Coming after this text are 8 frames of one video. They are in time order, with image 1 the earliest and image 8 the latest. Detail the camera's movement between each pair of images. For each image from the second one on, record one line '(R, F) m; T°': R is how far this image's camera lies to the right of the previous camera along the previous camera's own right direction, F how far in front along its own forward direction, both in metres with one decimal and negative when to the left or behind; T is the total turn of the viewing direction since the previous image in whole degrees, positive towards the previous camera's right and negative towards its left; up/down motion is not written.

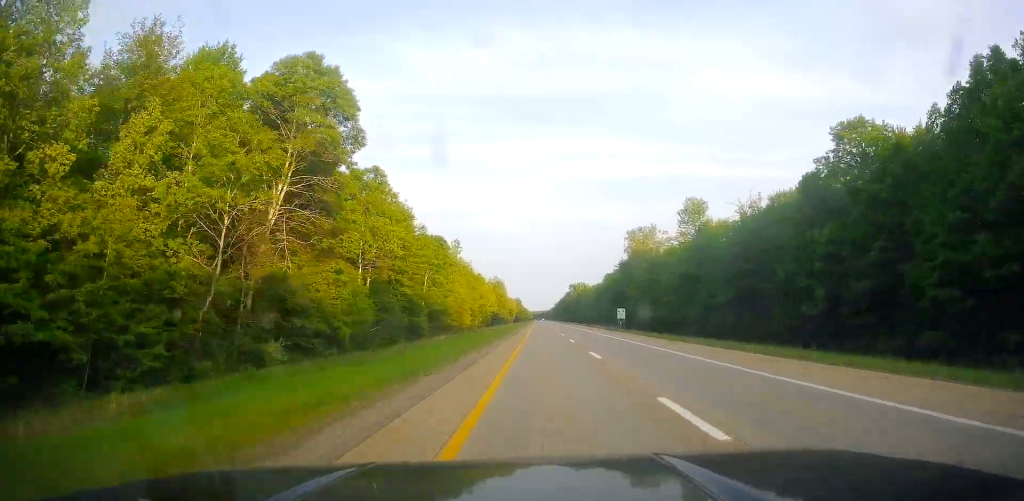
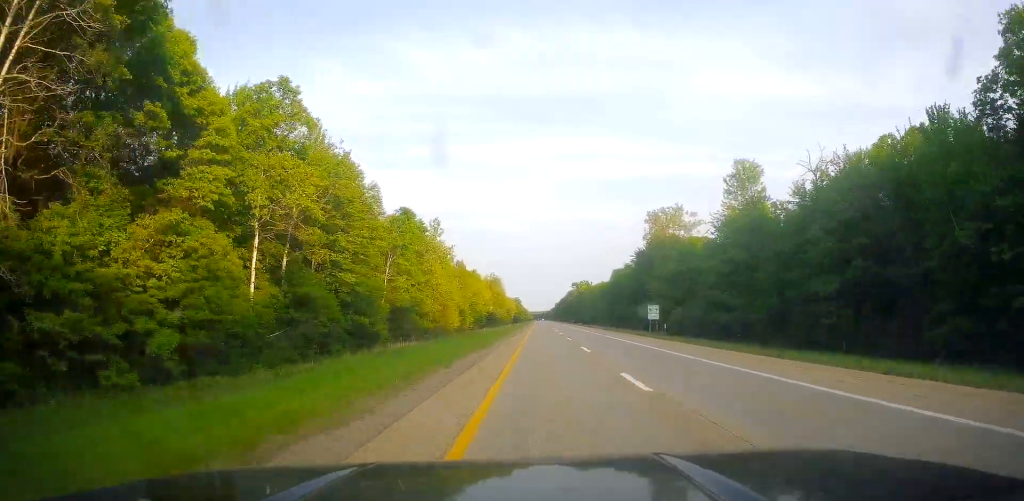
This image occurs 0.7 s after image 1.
(+0.5, +25.2) m; +1°
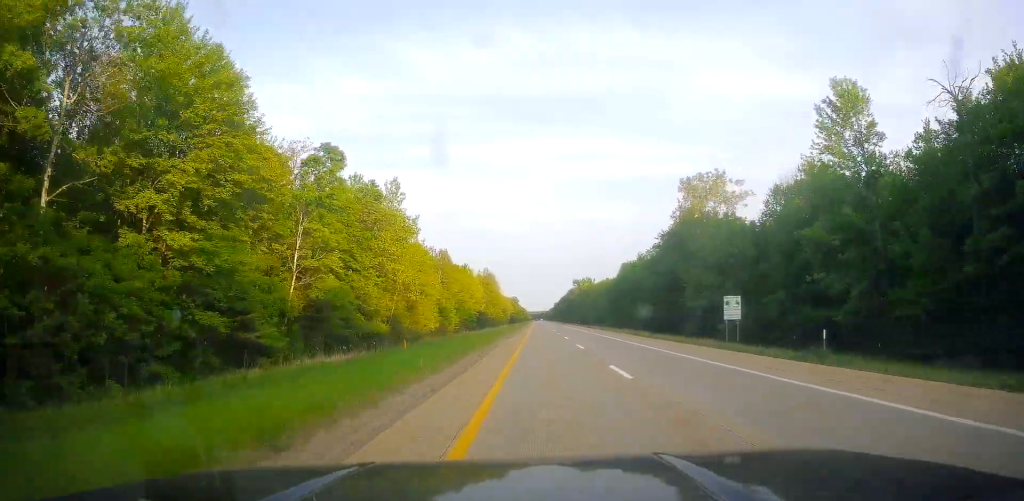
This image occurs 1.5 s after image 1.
(-0.2, +27.5) m; -1°
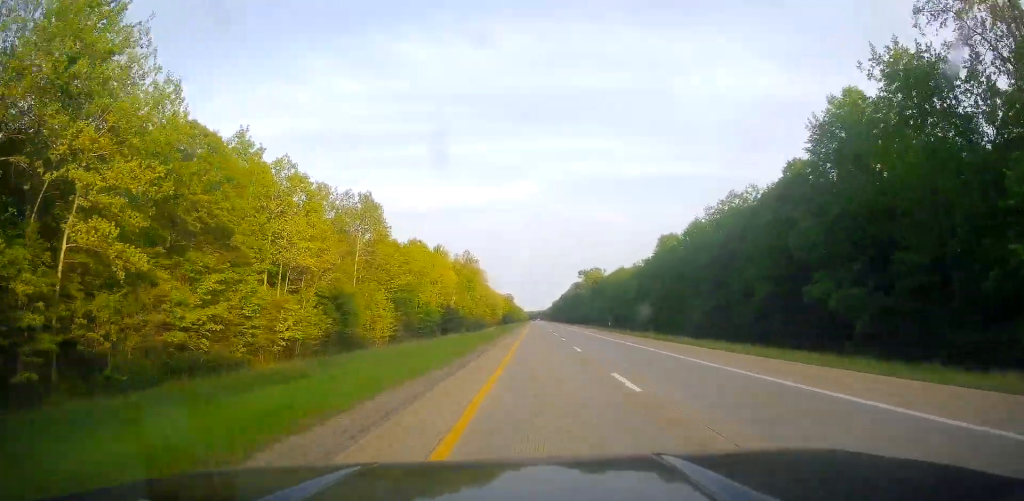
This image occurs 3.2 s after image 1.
(-0.3, +63.6) m; 0°
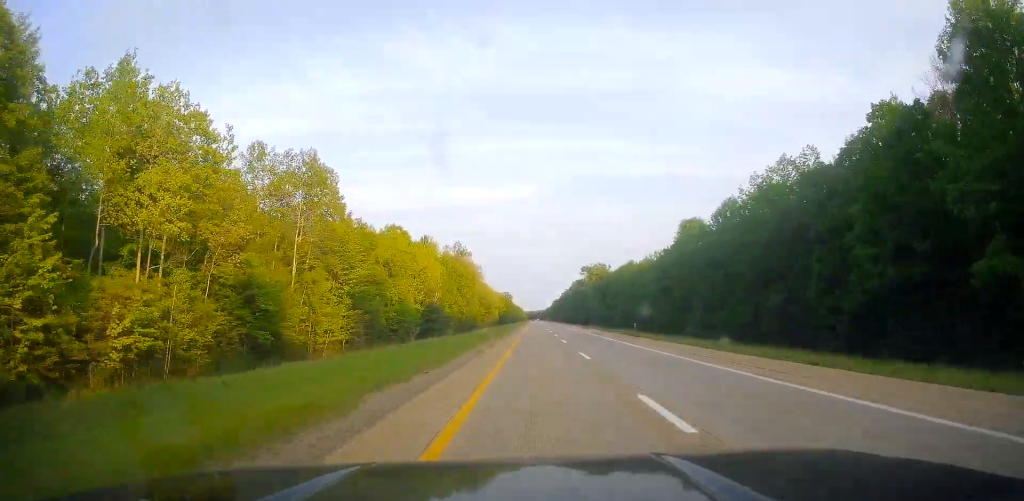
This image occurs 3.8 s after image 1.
(+0.1, +20.4) m; 0°
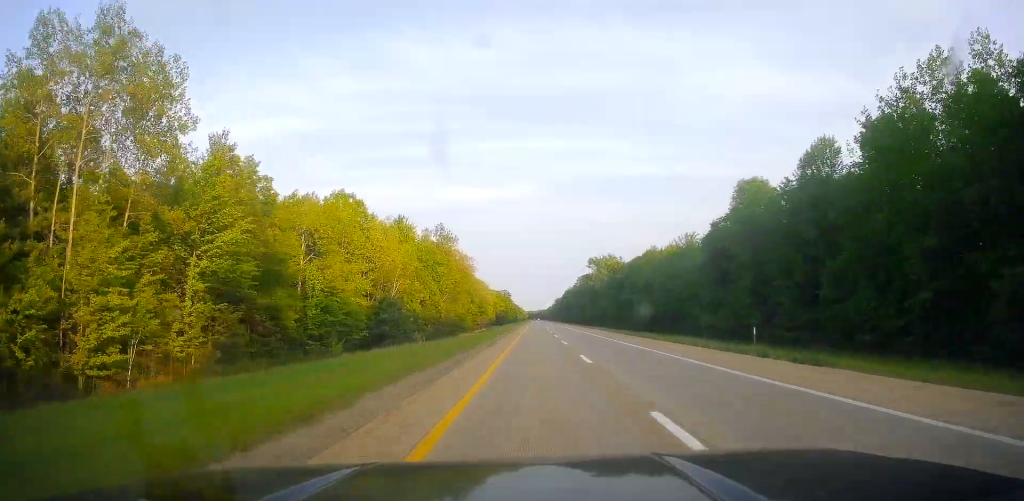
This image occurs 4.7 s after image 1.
(-0.3, +32.4) m; 0°
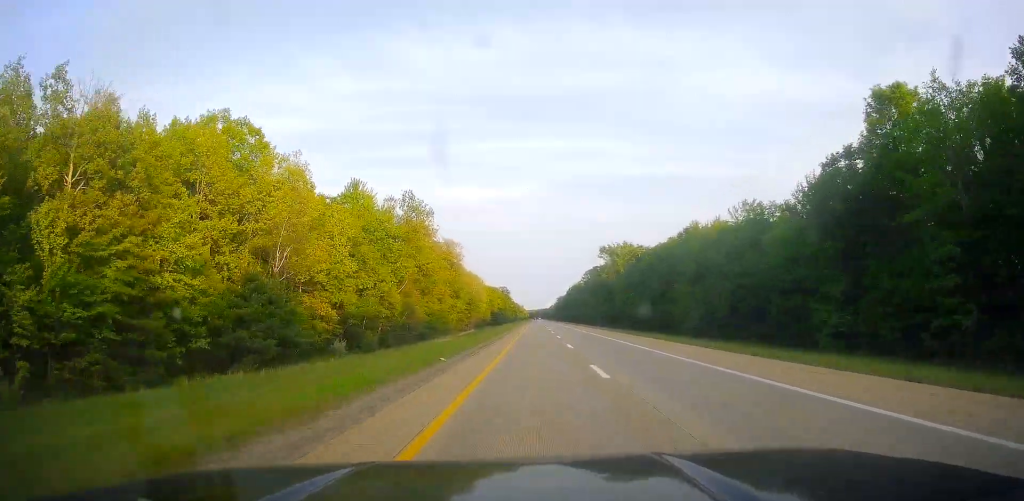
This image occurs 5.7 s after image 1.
(+0.3, +36.0) m; 0°
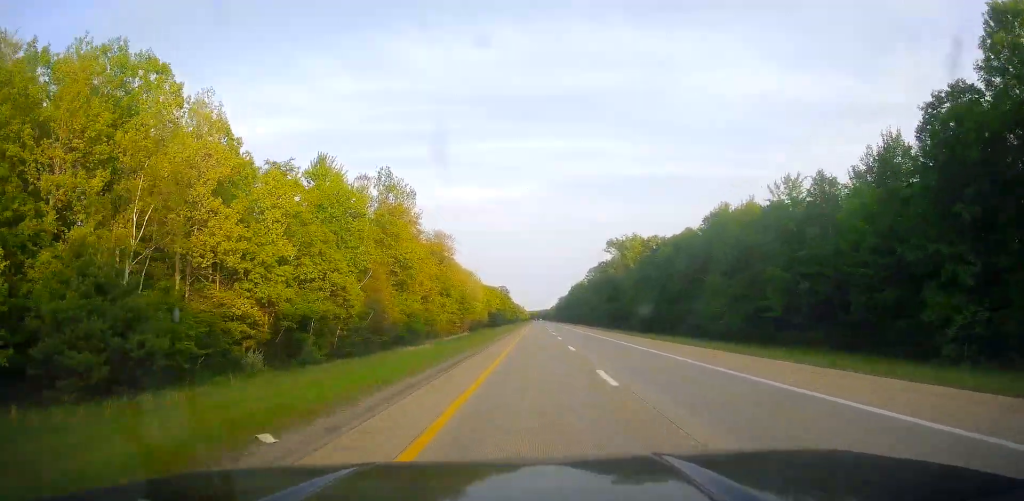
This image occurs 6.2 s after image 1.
(-0.1, +16.8) m; 0°
